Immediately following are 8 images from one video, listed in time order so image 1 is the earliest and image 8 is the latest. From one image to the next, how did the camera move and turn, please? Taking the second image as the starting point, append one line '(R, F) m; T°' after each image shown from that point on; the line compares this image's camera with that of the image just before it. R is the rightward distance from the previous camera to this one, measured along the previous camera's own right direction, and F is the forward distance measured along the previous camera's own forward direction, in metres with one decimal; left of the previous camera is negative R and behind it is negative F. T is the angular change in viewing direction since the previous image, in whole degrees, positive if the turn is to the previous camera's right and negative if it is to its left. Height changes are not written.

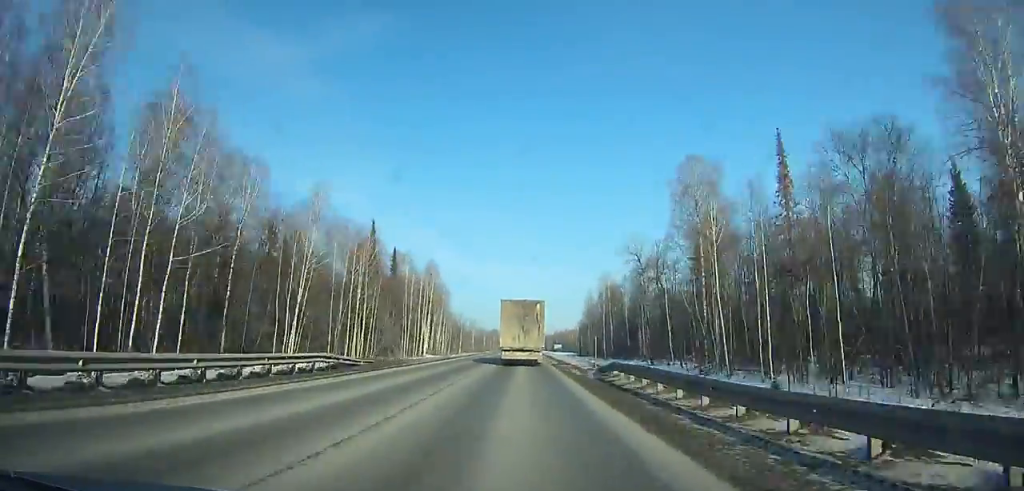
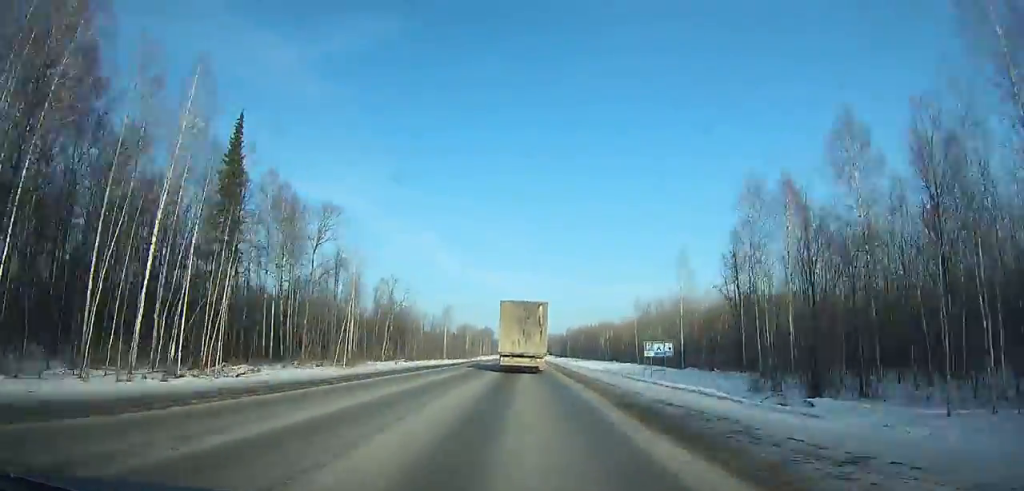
(+0.6, +124.5) m; +1°
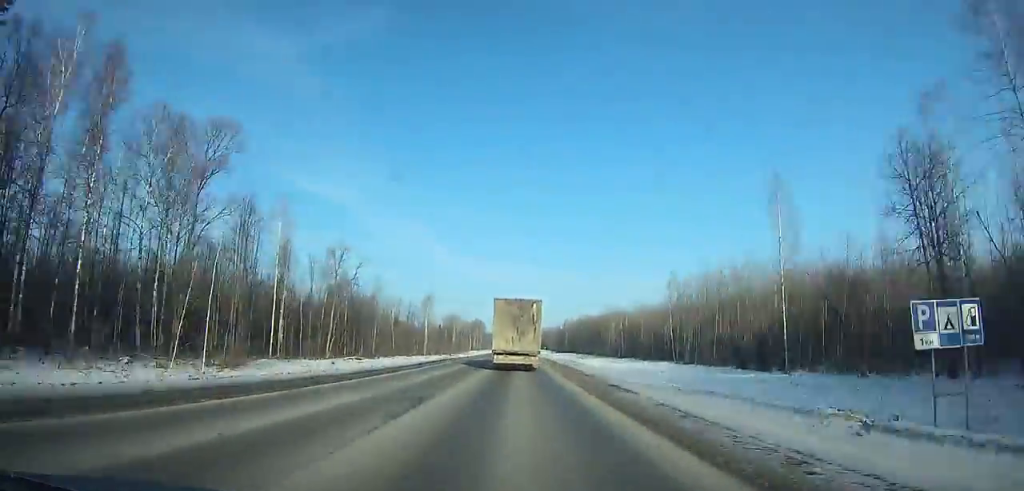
(+0.3, +31.0) m; 0°
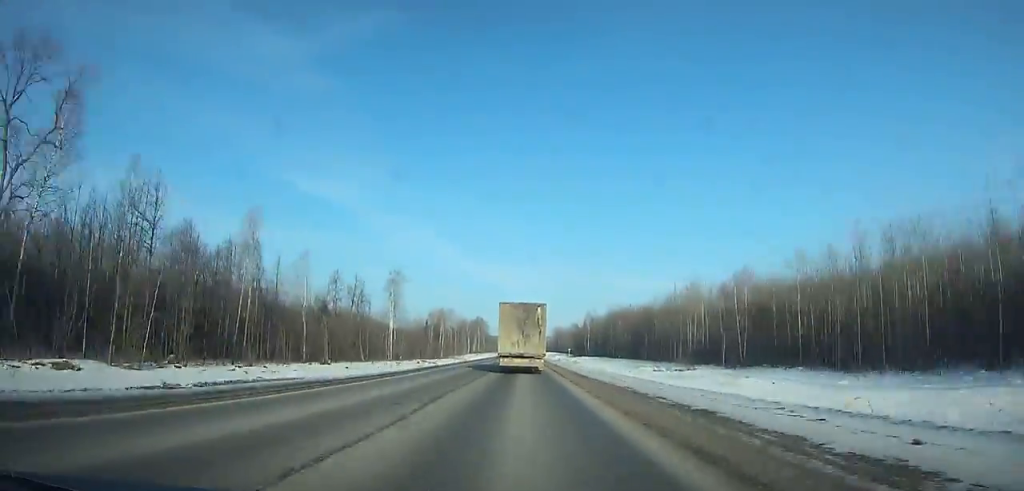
(-0.4, +64.8) m; 0°
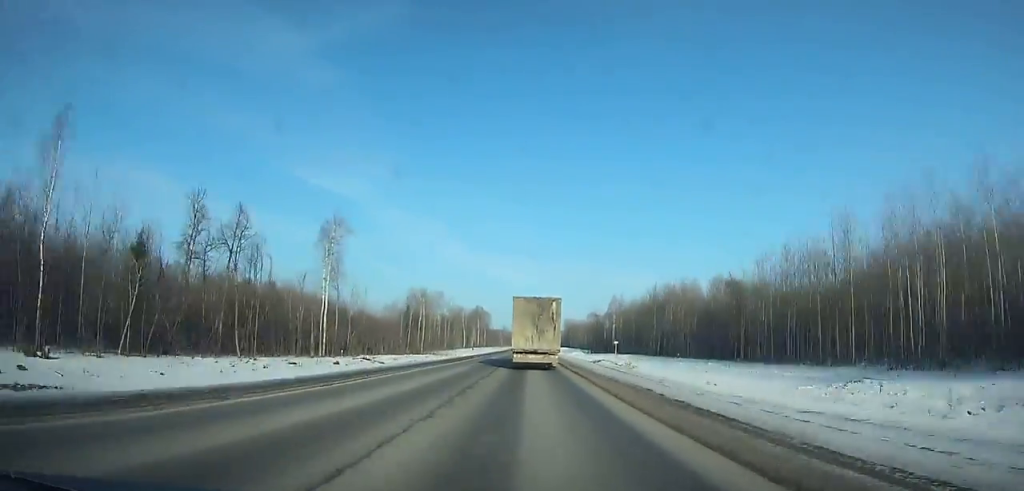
(-0.2, +49.8) m; 0°
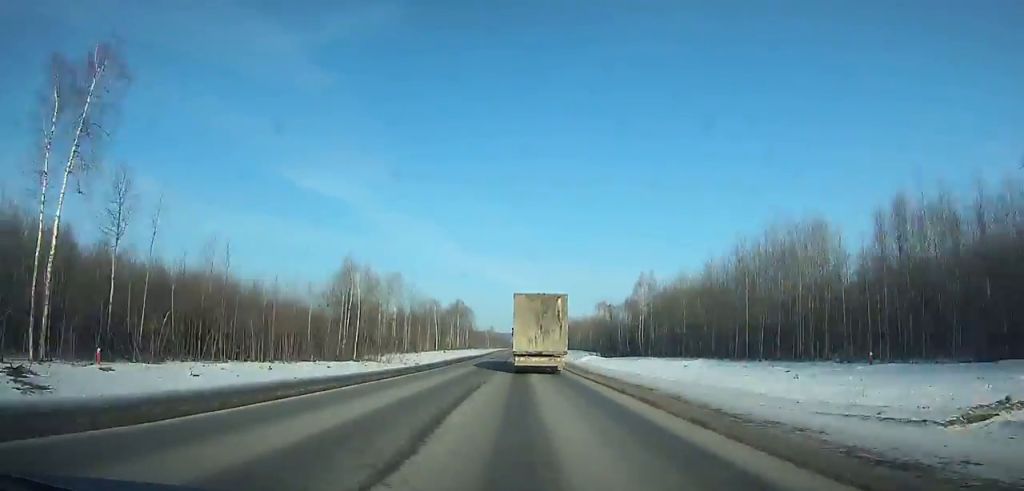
(+0.1, +52.4) m; 0°
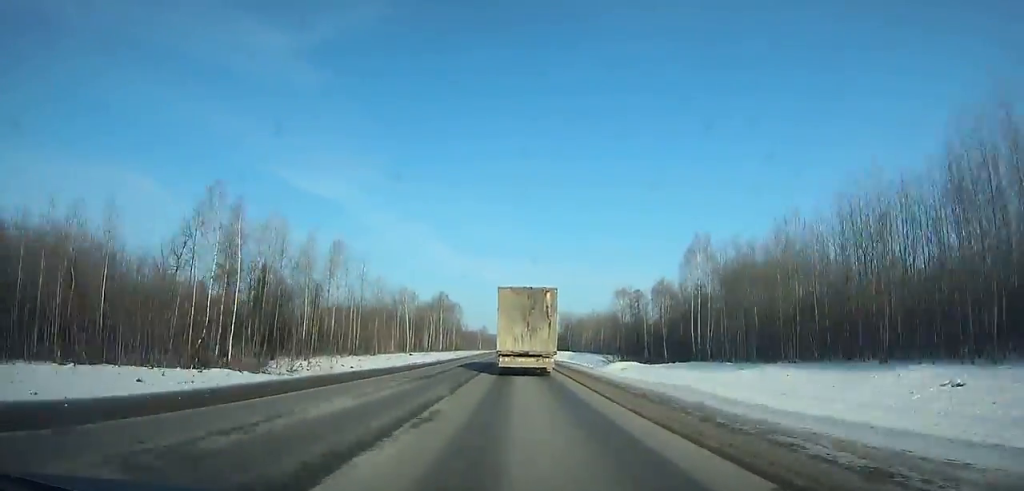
(+0.3, +41.2) m; 0°
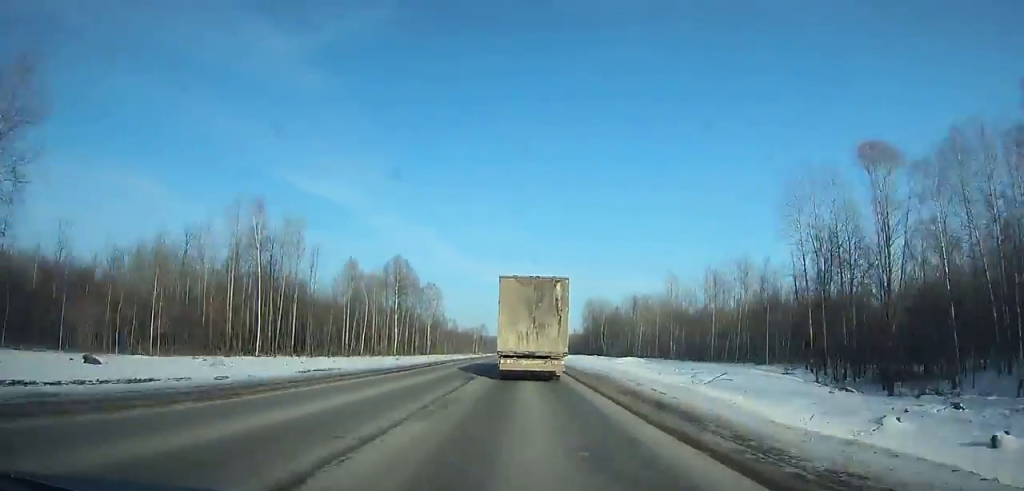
(-0.2, +93.2) m; 0°
